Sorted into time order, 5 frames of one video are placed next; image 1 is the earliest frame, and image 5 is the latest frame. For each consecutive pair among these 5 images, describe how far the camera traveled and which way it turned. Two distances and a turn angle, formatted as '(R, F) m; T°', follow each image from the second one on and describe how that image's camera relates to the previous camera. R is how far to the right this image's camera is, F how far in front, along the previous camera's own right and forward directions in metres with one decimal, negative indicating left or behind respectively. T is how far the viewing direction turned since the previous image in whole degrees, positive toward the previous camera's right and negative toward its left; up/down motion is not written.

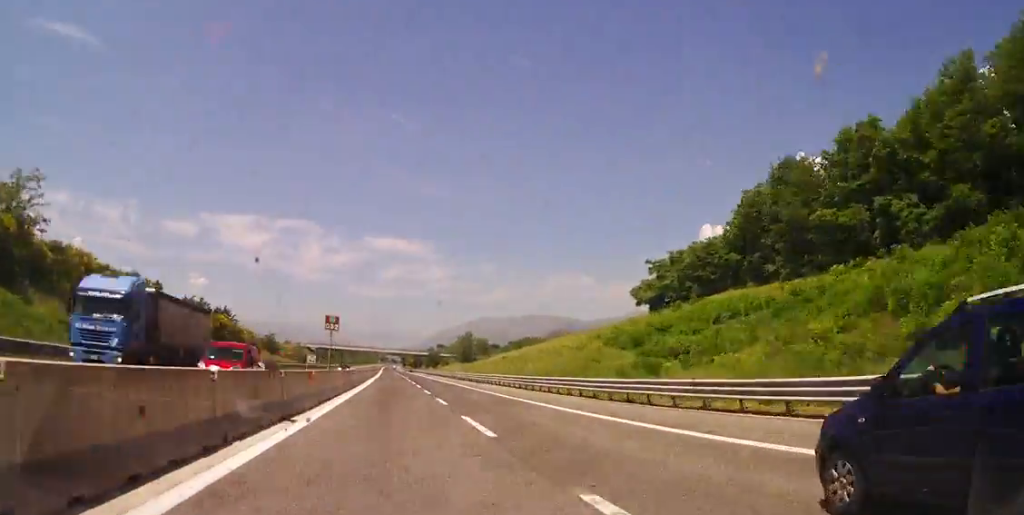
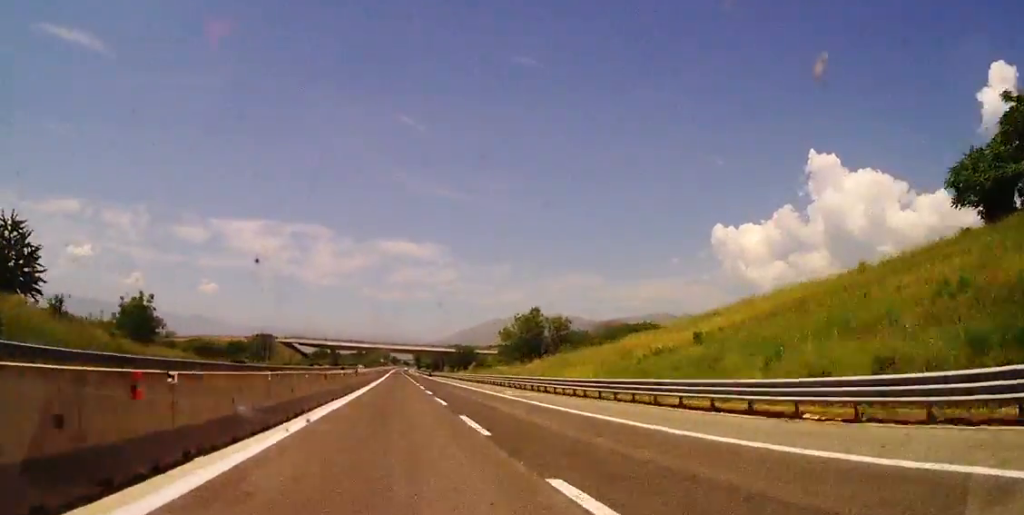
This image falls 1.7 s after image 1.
(-0.8, +69.6) m; -1°
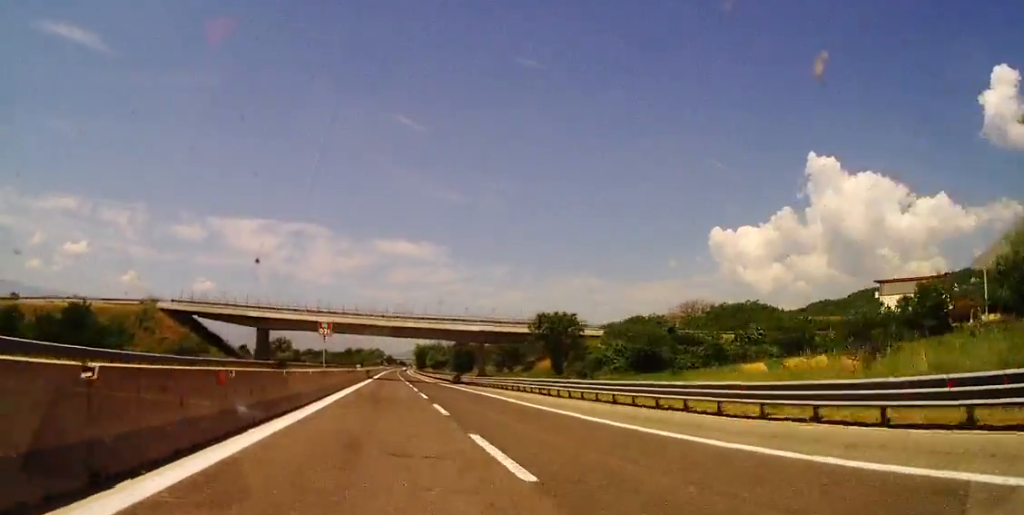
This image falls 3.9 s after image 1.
(-0.3, +88.4) m; -1°
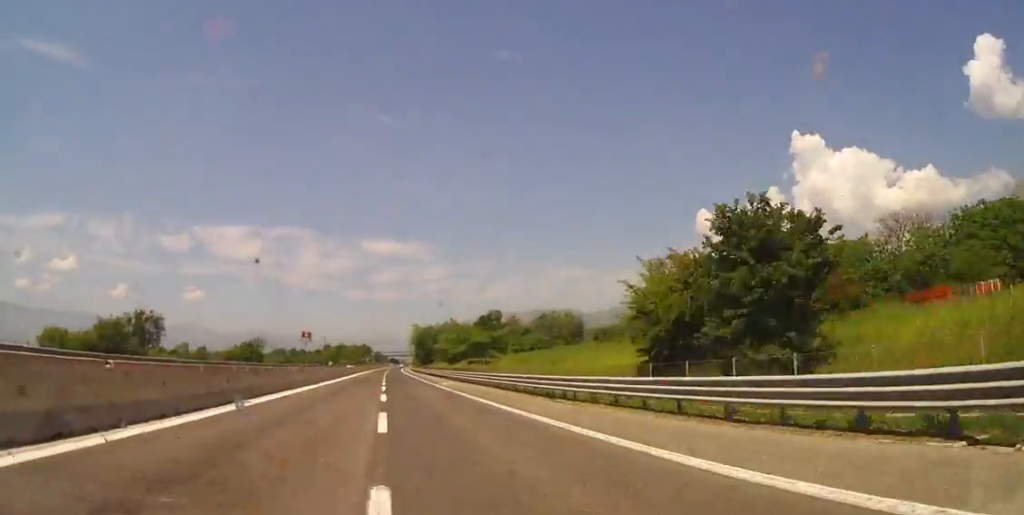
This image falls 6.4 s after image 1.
(-0.9, +100.5) m; 0°
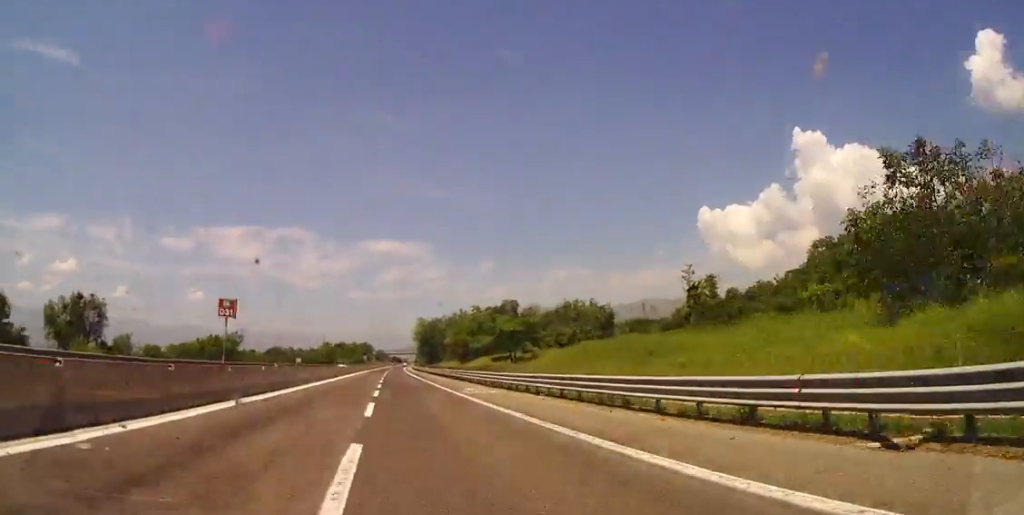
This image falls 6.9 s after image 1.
(+0.3, +20.5) m; 0°
